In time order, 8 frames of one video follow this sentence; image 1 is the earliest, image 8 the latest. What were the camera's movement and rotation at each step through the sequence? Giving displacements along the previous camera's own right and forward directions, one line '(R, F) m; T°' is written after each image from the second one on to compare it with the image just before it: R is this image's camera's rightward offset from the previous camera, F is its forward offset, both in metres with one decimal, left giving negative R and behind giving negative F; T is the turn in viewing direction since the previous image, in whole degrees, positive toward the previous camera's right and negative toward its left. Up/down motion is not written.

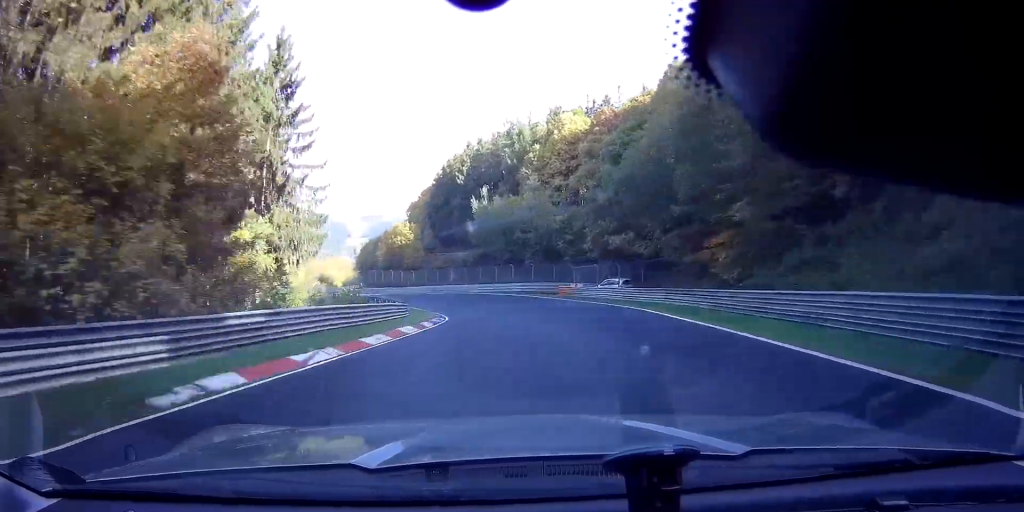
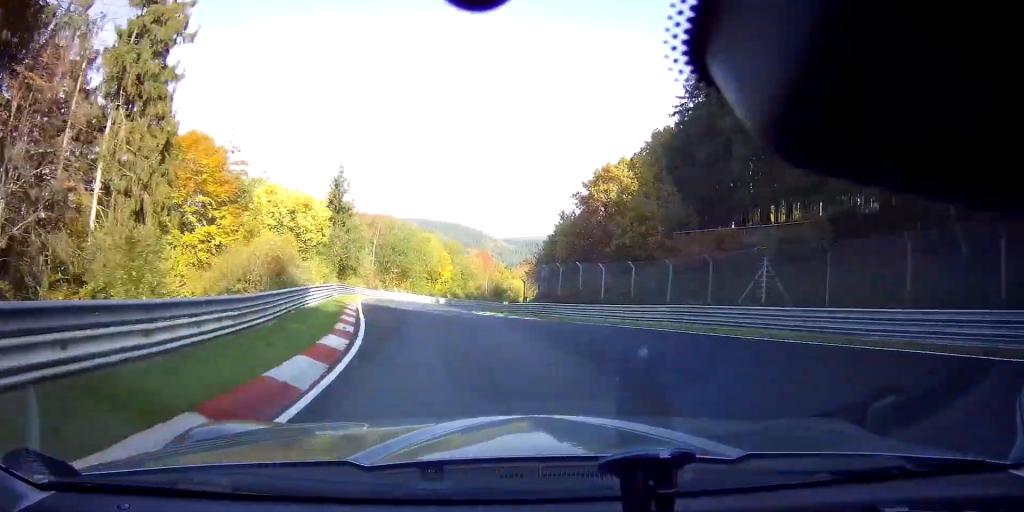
(-11.3, +57.8) m; -21°
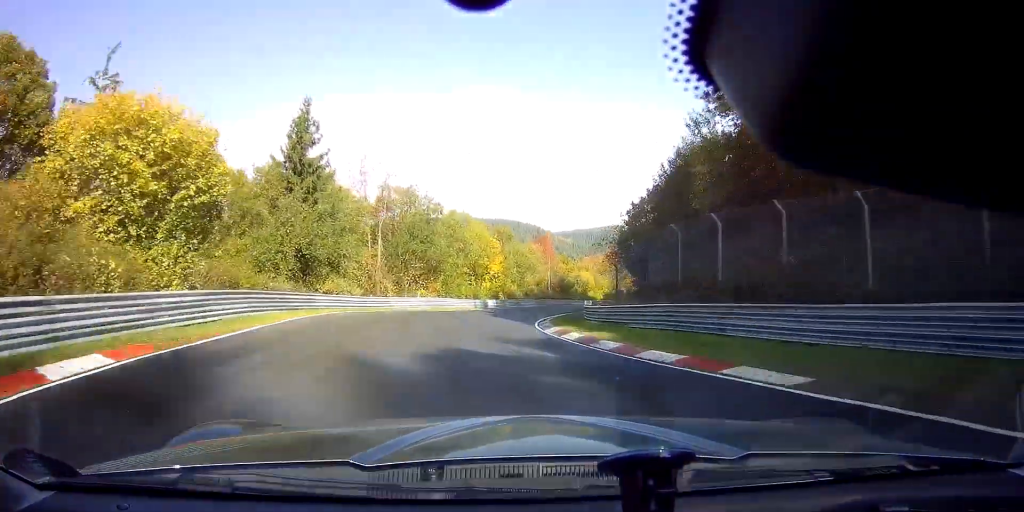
(-1.9, +24.0) m; -4°
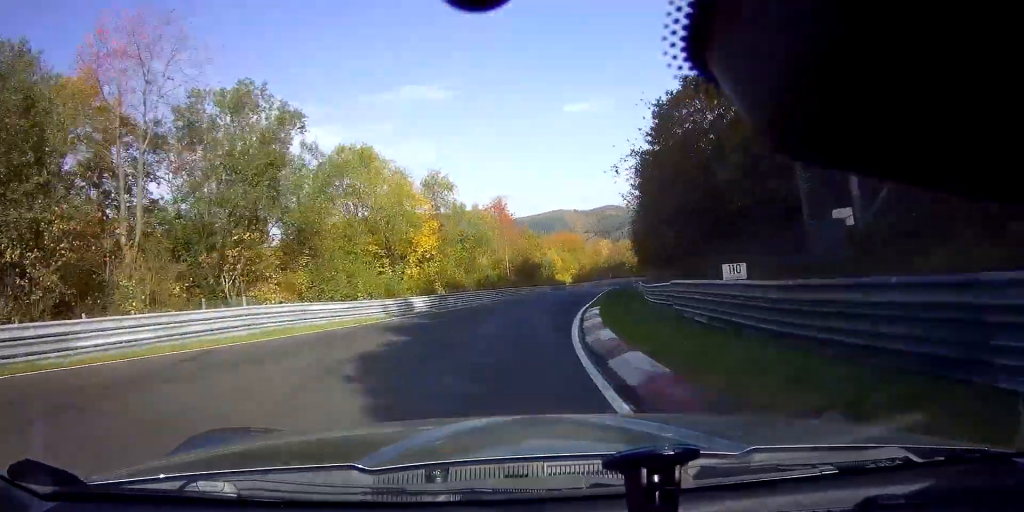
(0.0, +28.3) m; +3°
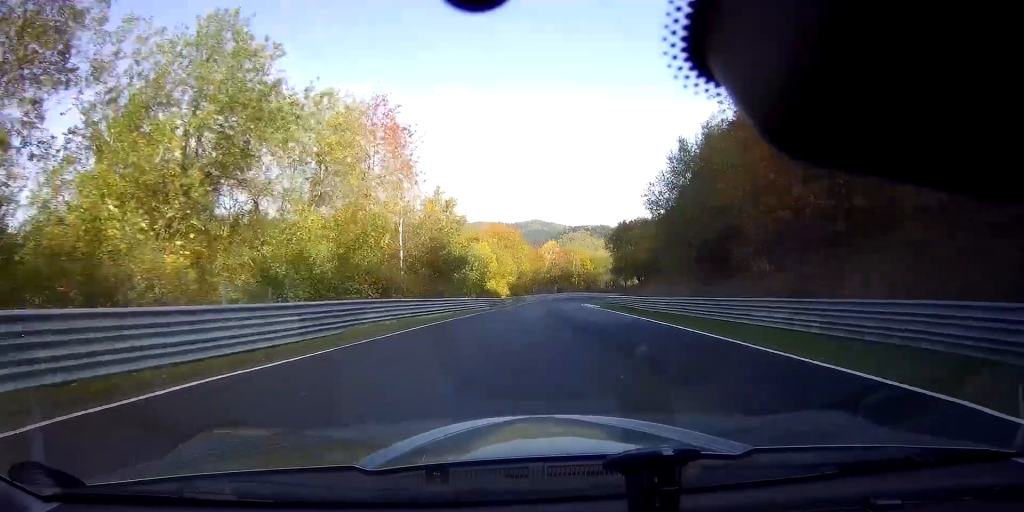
(+2.4, +38.3) m; +6°
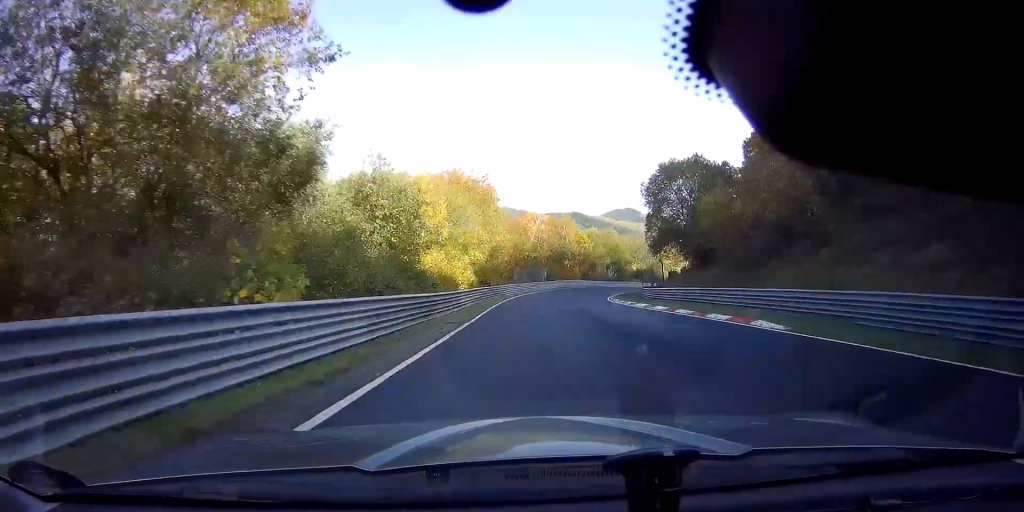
(+1.7, +36.0) m; +6°
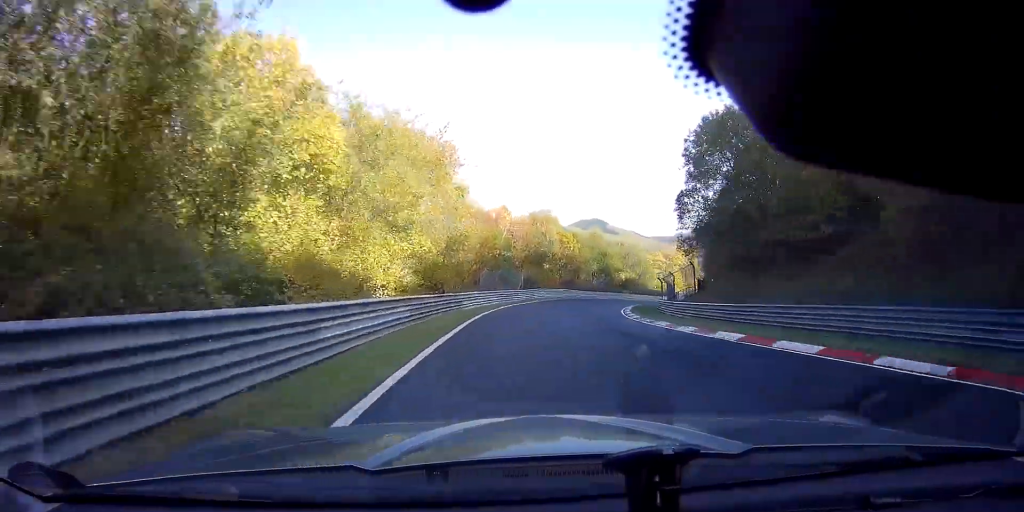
(+1.1, +18.7) m; +5°
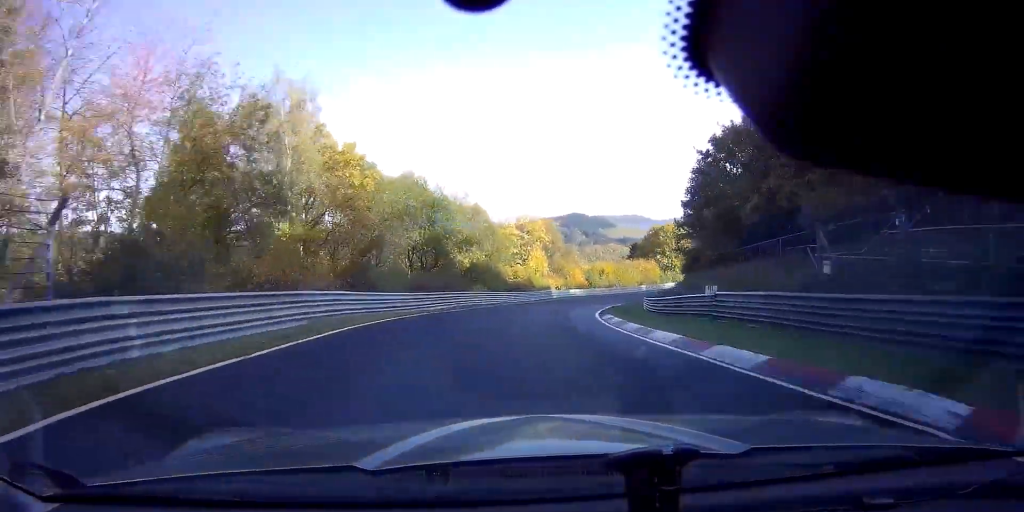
(+6.3, +47.5) m; +18°
